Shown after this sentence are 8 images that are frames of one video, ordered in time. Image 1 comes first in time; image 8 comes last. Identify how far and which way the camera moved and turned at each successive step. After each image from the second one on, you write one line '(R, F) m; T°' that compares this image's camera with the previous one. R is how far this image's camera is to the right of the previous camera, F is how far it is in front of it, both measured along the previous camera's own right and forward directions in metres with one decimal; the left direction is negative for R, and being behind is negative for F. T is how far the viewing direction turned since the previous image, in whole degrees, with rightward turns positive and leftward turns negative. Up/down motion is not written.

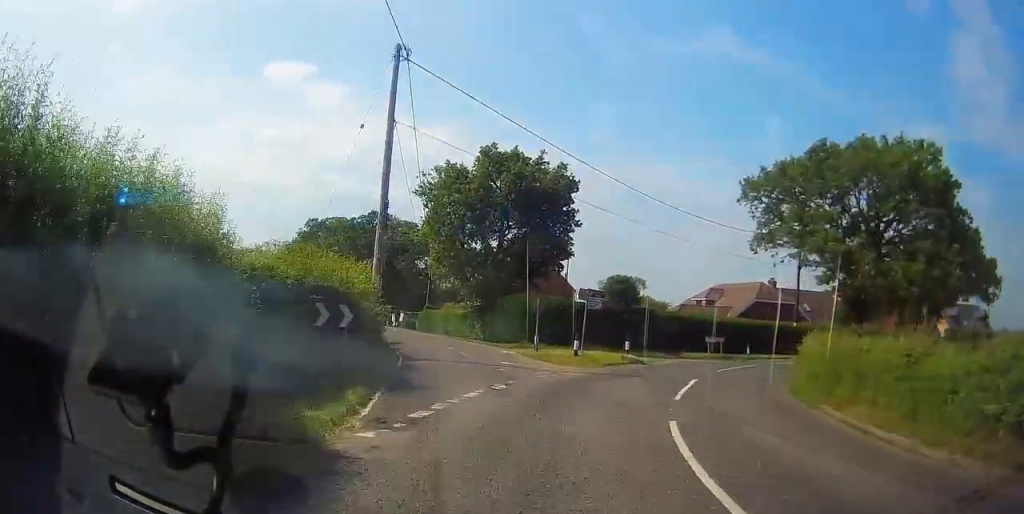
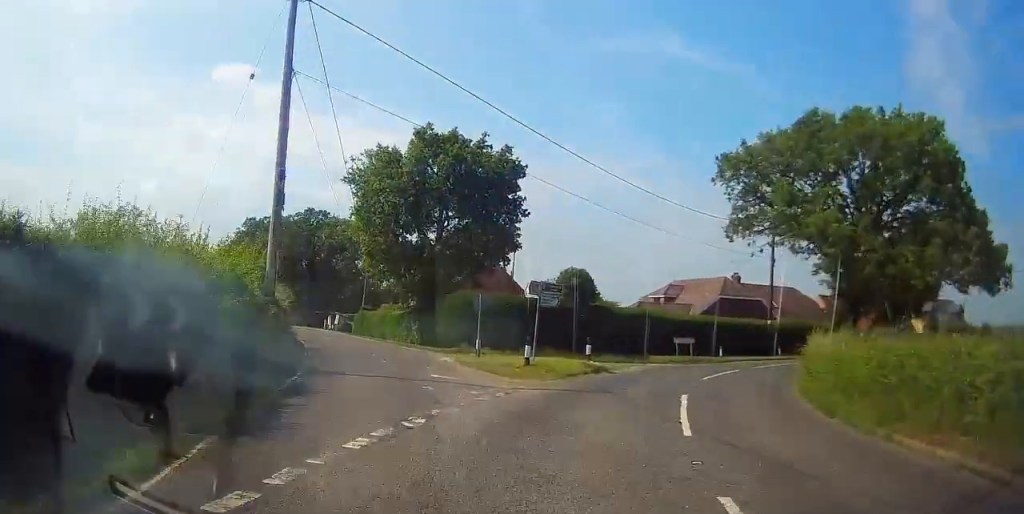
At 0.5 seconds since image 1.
(+0.2, +4.9) m; +4°
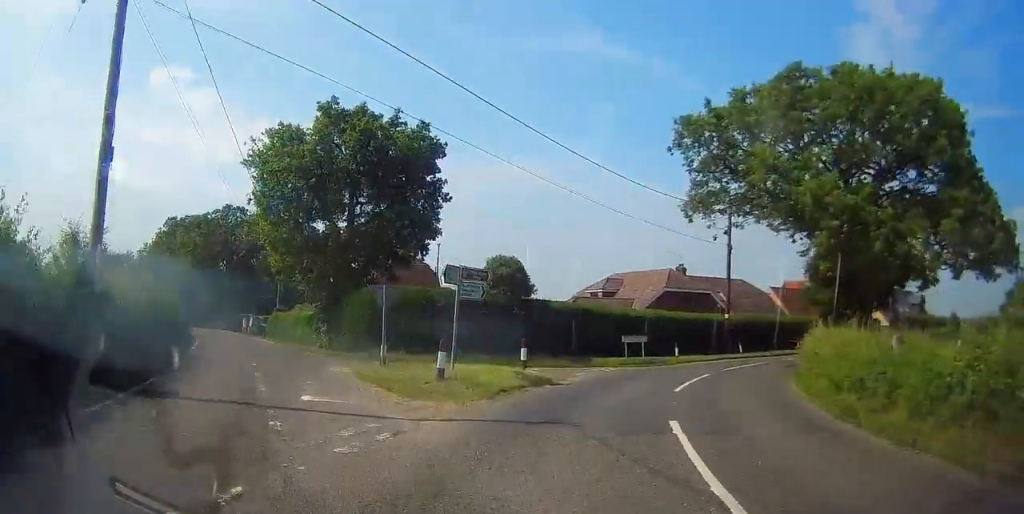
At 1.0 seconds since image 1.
(+0.3, +5.2) m; +5°
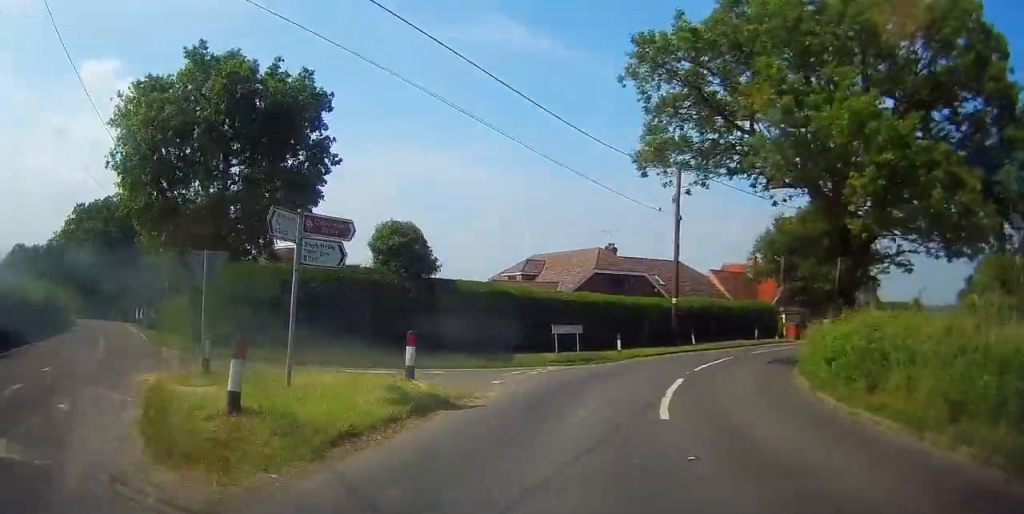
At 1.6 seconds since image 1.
(+0.5, +6.9) m; +8°
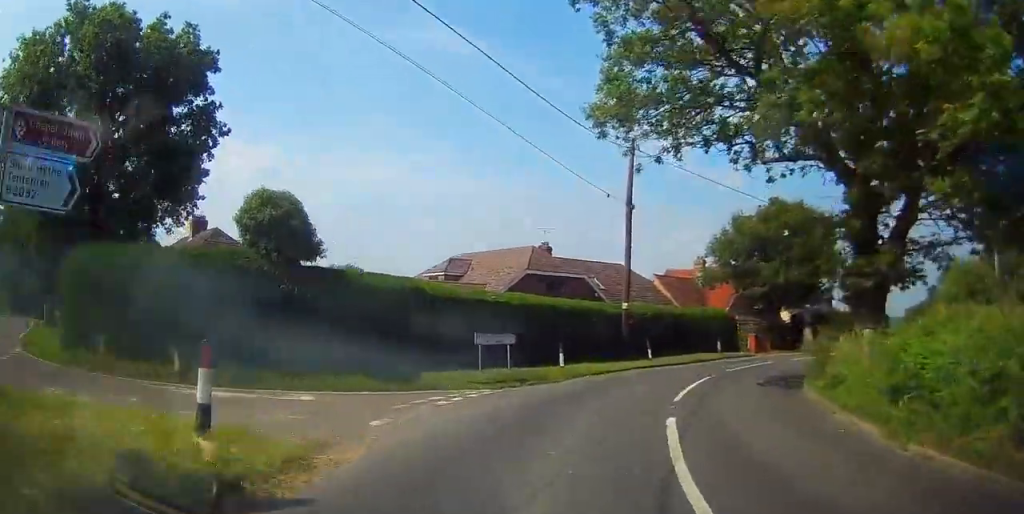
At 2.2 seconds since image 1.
(0.0, +5.5) m; +7°
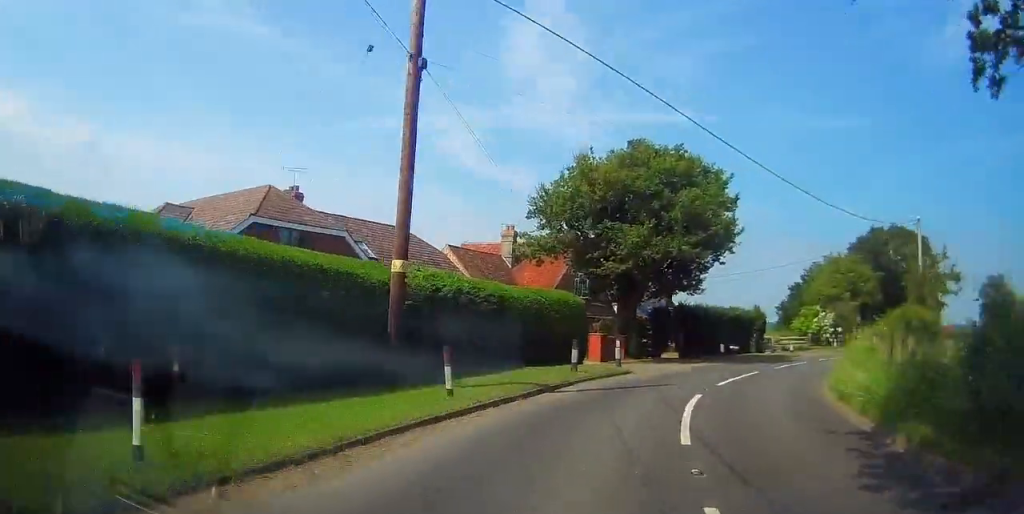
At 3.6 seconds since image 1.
(+2.7, +14.2) m; +19°
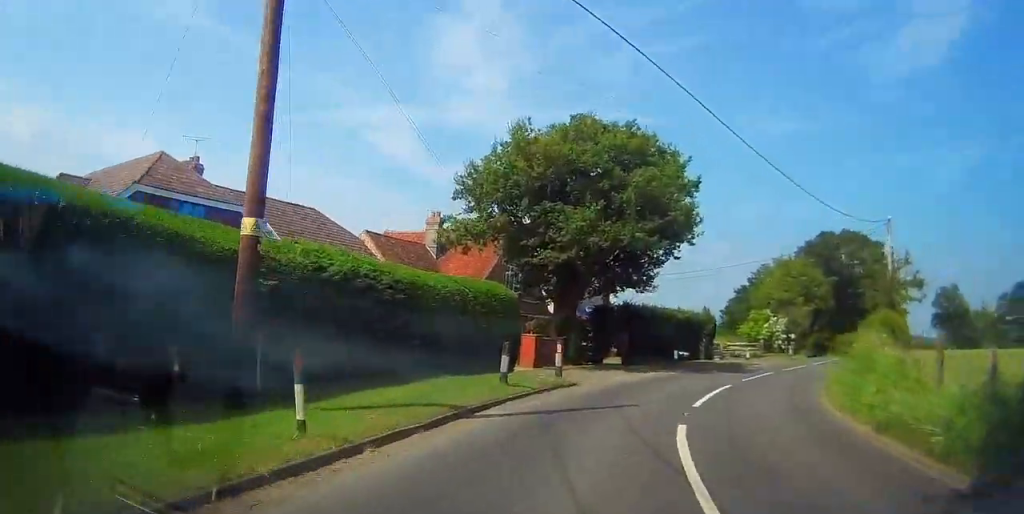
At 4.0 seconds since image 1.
(0.0, +4.1) m; +5°
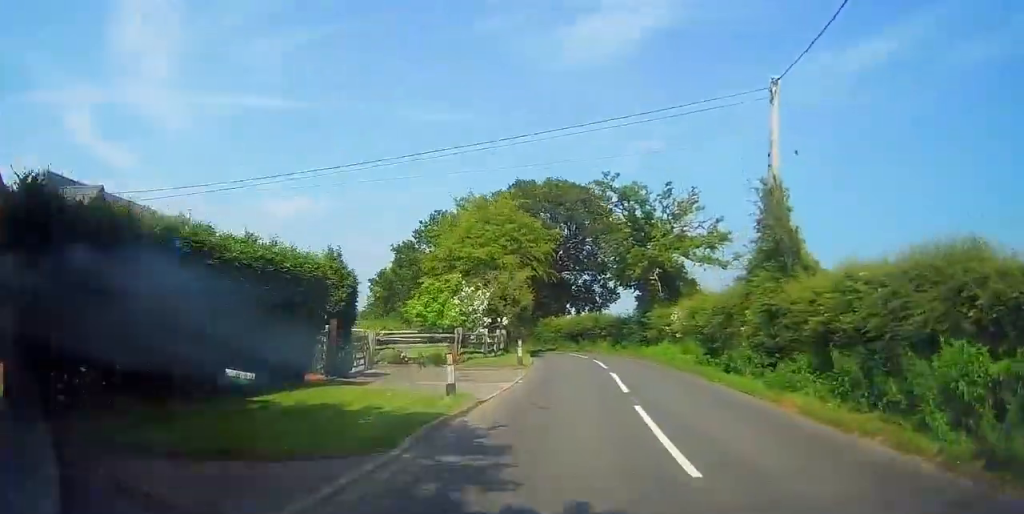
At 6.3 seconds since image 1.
(+5.7, +23.5) m; +23°
